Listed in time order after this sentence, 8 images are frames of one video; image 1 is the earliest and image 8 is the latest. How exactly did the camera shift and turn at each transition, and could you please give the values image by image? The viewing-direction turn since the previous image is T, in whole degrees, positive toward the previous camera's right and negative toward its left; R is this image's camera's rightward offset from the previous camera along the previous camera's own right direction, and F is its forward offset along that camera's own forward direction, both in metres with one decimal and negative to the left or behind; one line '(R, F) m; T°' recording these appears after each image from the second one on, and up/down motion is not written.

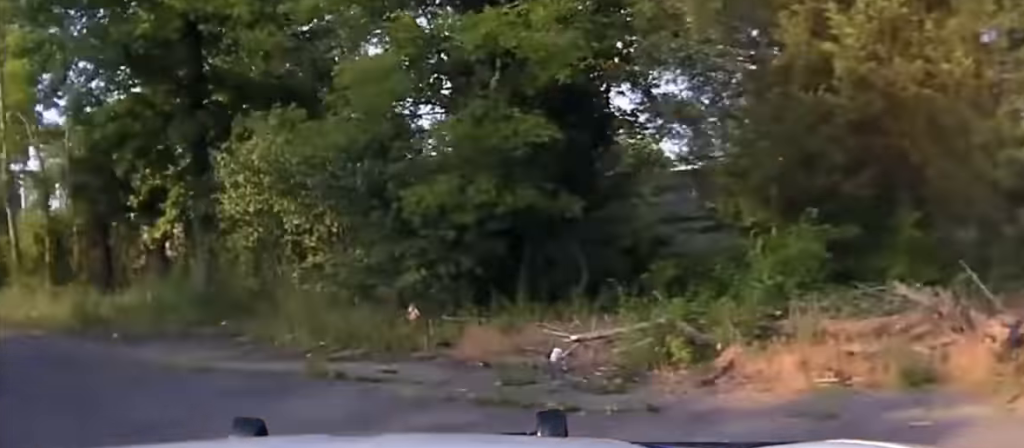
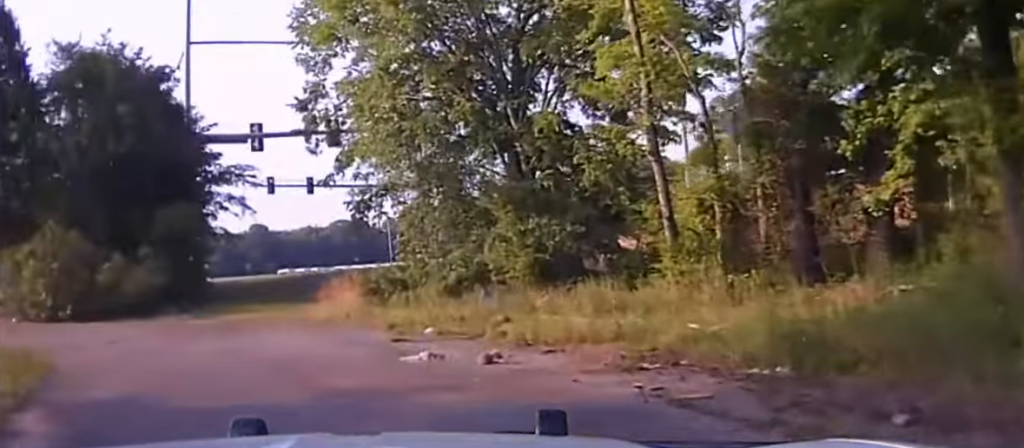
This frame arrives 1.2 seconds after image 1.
(-1.4, +9.6) m; -35°
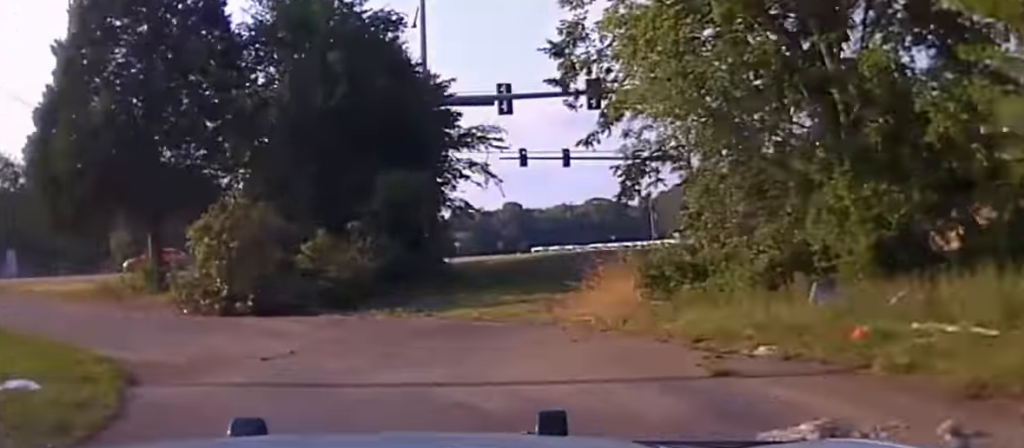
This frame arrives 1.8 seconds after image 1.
(-1.9, +4.6) m; -15°
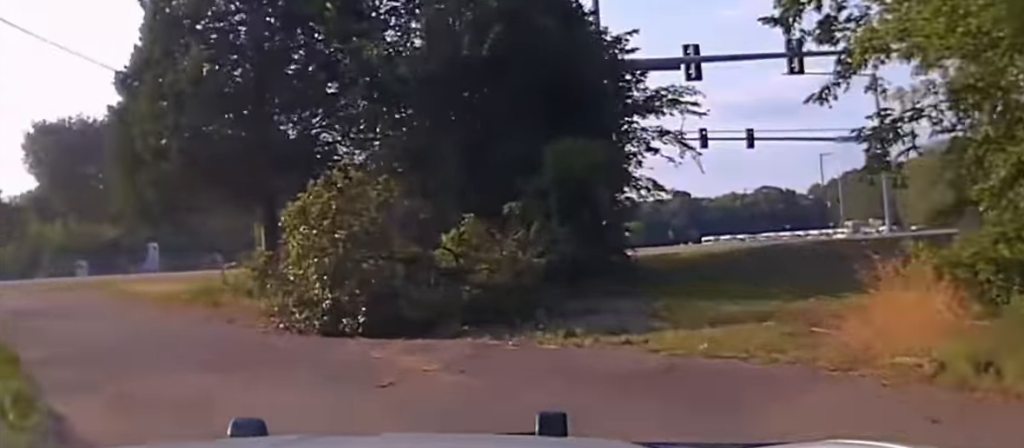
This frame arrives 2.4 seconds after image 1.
(-1.0, +5.2) m; -14°
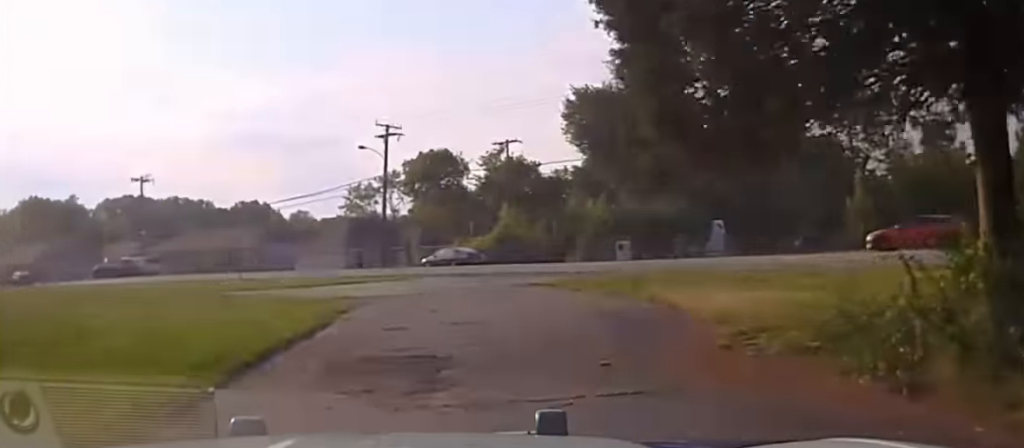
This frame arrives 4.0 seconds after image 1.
(-3.6, +14.1) m; -30°
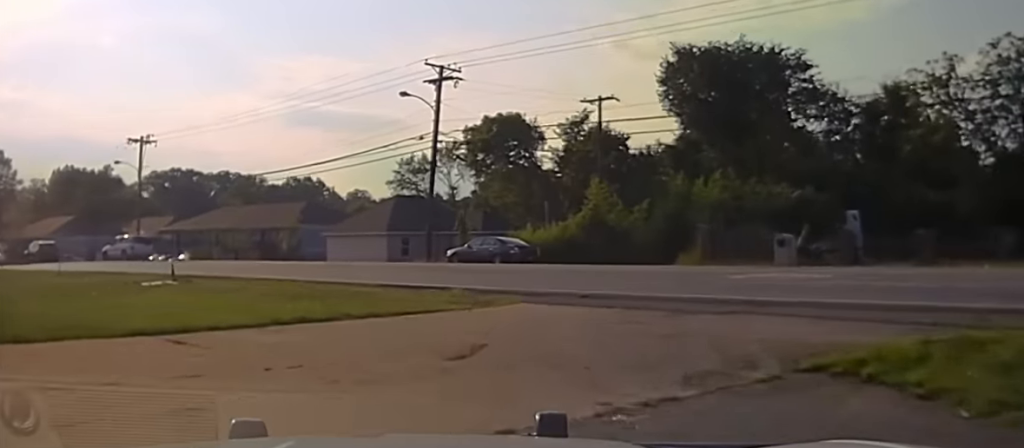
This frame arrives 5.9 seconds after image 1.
(-2.3, +17.7) m; -10°
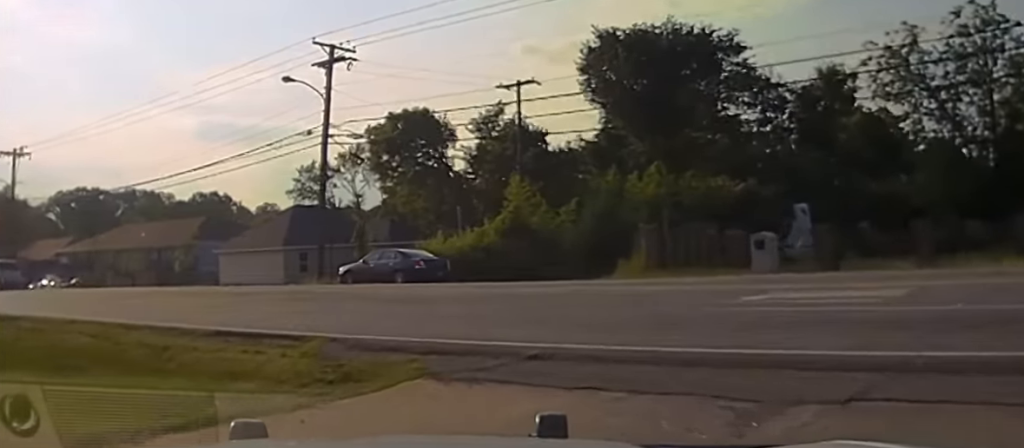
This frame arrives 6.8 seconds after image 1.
(-0.1, +7.5) m; +8°
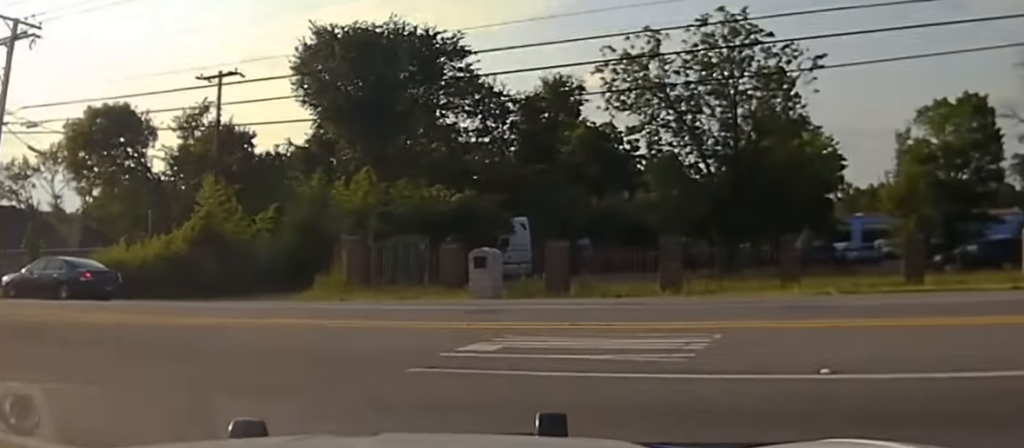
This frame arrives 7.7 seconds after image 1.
(+0.7, +5.3) m; +24°
